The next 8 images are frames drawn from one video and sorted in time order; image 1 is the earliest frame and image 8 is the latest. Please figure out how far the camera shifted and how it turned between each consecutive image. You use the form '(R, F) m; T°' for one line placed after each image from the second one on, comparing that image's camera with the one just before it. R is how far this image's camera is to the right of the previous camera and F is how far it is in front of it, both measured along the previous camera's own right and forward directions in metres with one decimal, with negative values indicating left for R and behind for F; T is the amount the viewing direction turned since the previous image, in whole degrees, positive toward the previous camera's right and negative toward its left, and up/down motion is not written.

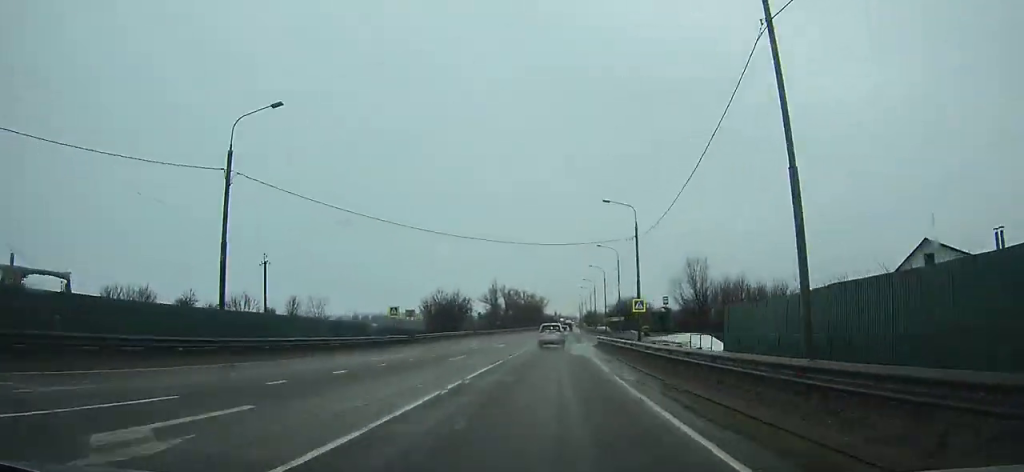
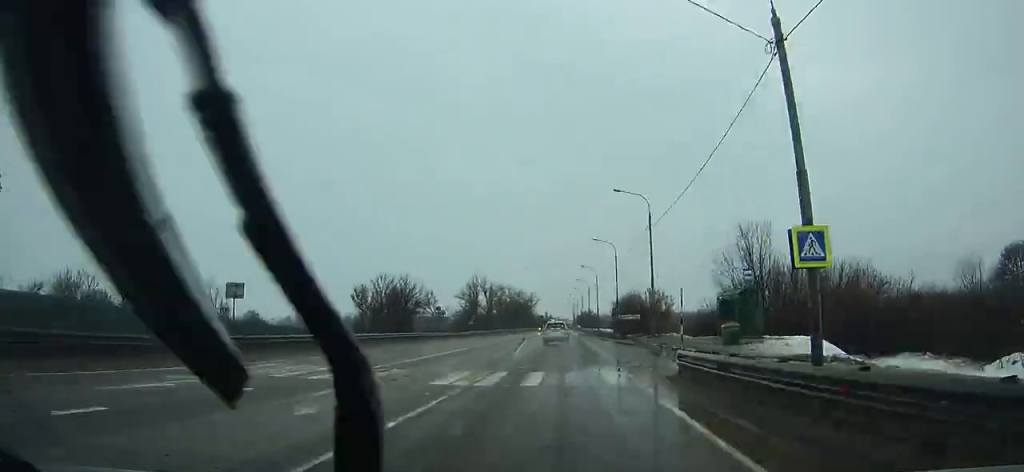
(+0.3, +30.4) m; +1°
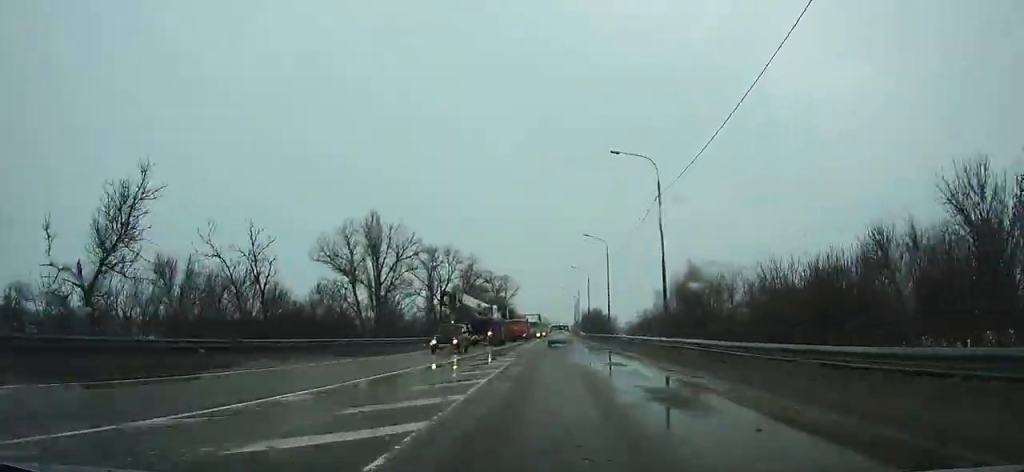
(+0.9, +95.7) m; 0°
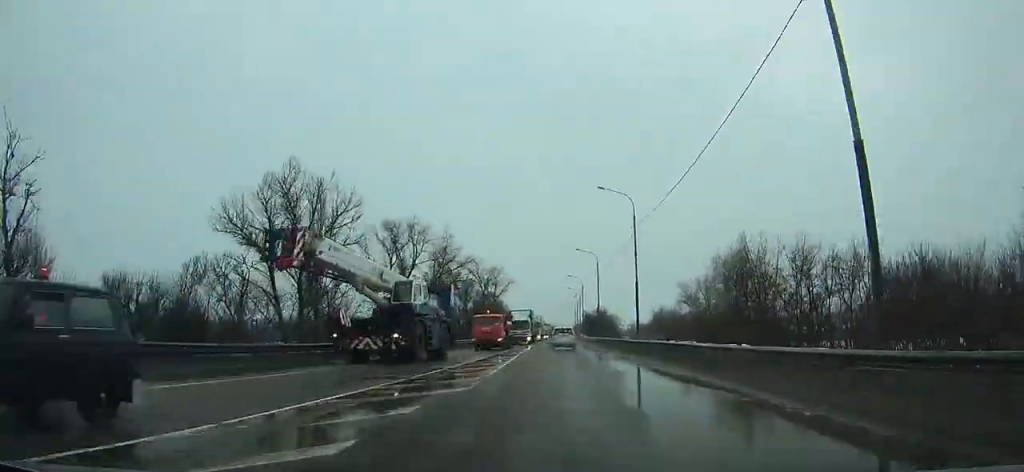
(-0.1, +22.3) m; 0°
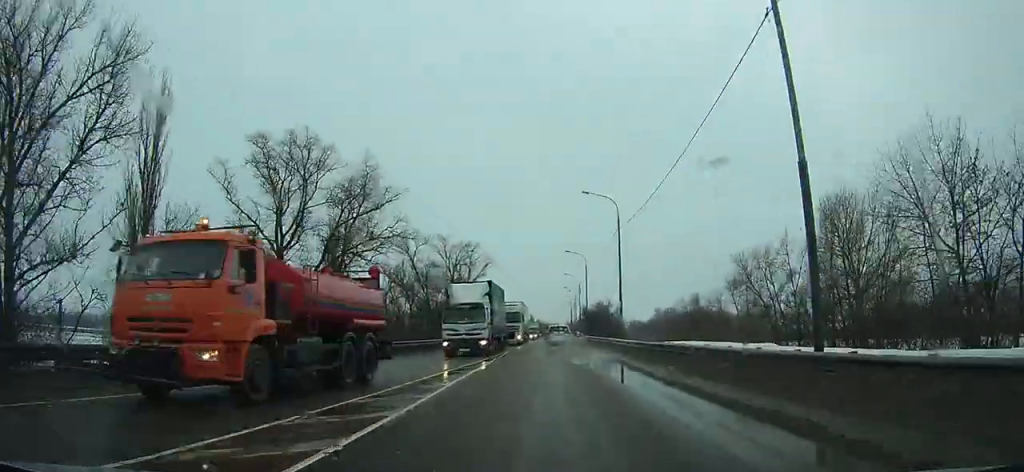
(0.0, +28.8) m; 0°
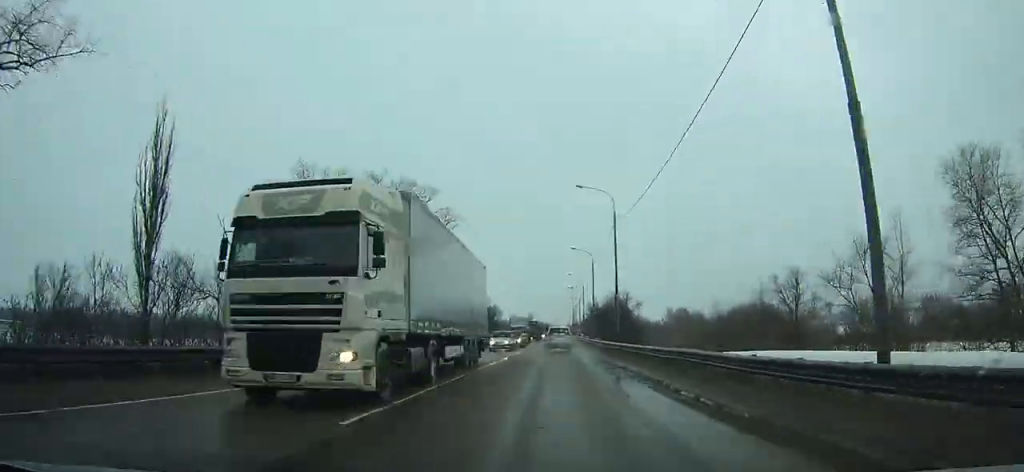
(0.0, +33.9) m; 0°
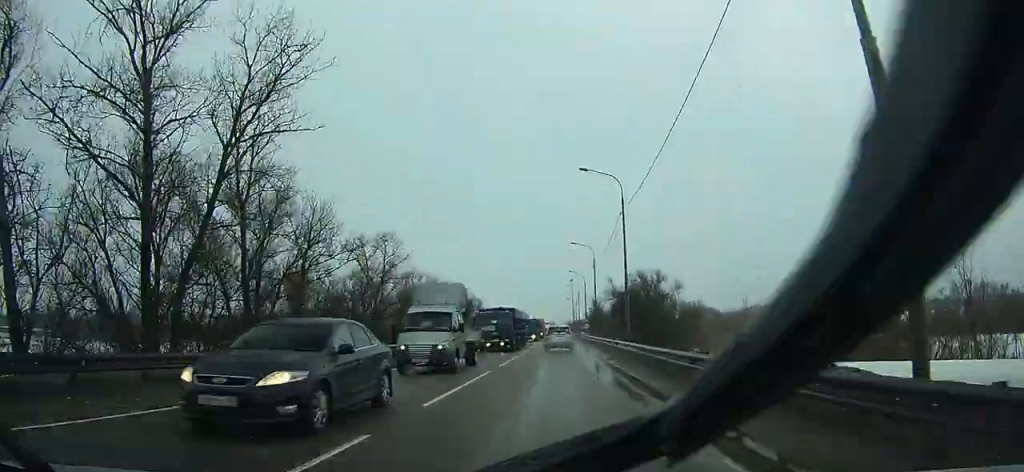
(+0.2, +32.9) m; 0°
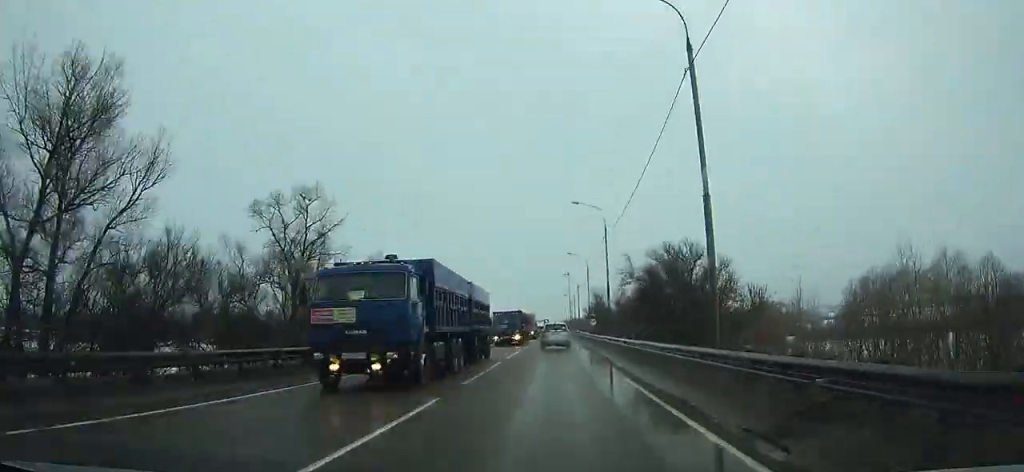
(0.0, +19.9) m; 0°
